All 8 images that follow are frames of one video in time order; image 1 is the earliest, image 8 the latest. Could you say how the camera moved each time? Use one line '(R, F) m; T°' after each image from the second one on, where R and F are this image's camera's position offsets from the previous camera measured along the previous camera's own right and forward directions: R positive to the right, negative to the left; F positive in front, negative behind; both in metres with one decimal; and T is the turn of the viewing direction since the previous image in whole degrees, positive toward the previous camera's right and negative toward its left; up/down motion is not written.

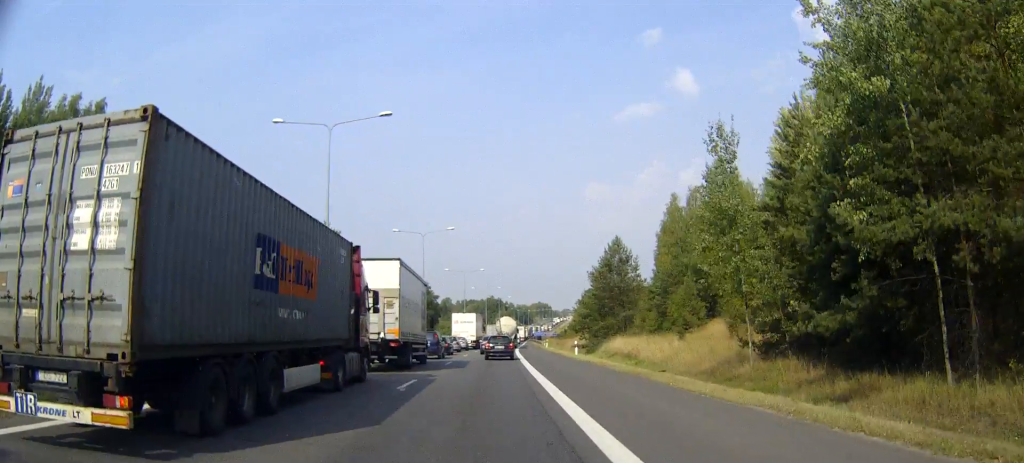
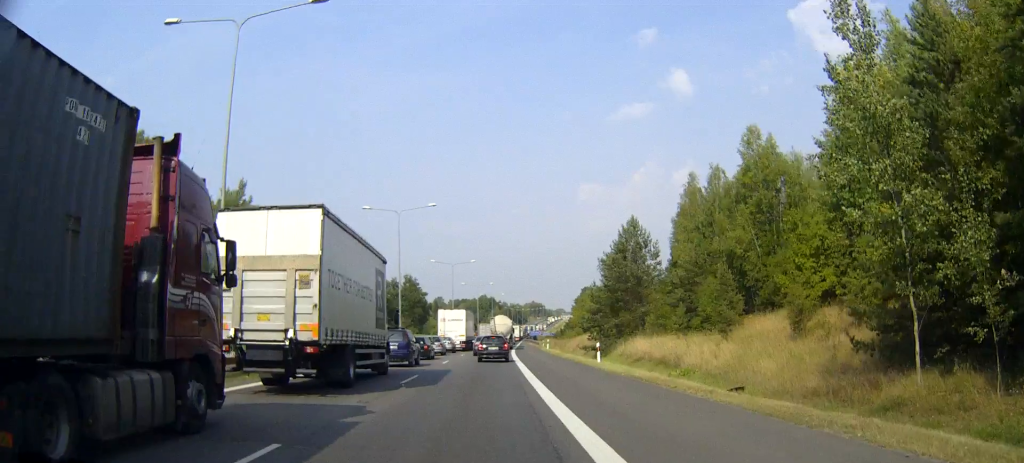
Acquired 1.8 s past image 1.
(-0.1, +13.4) m; -1°
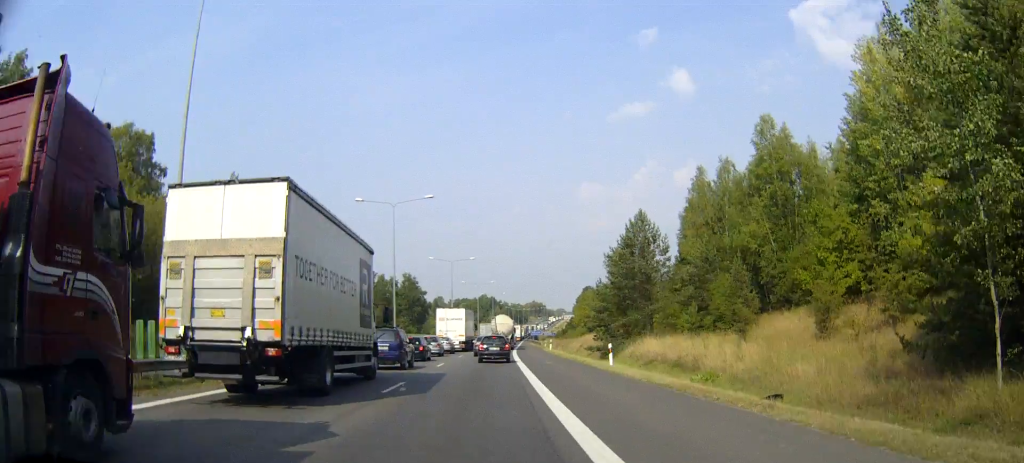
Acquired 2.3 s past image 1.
(0.0, +3.4) m; 0°
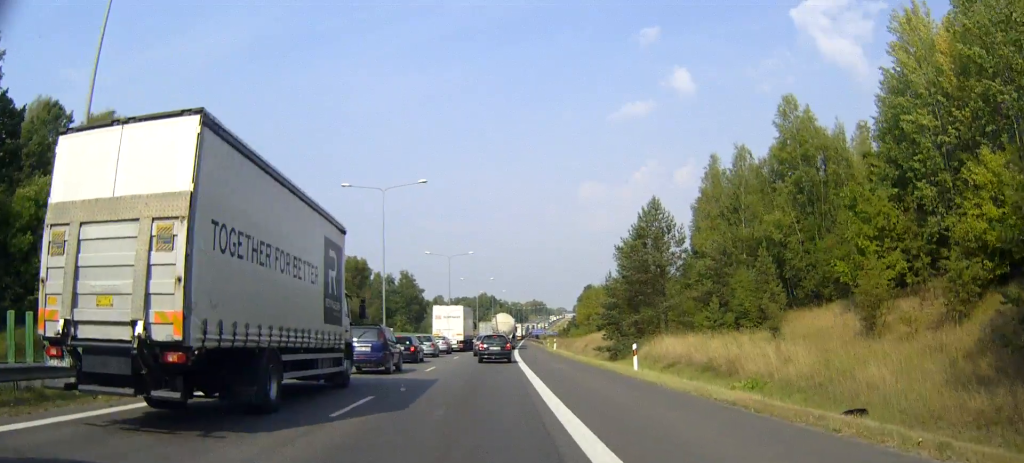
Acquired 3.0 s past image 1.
(0.0, +5.3) m; +1°
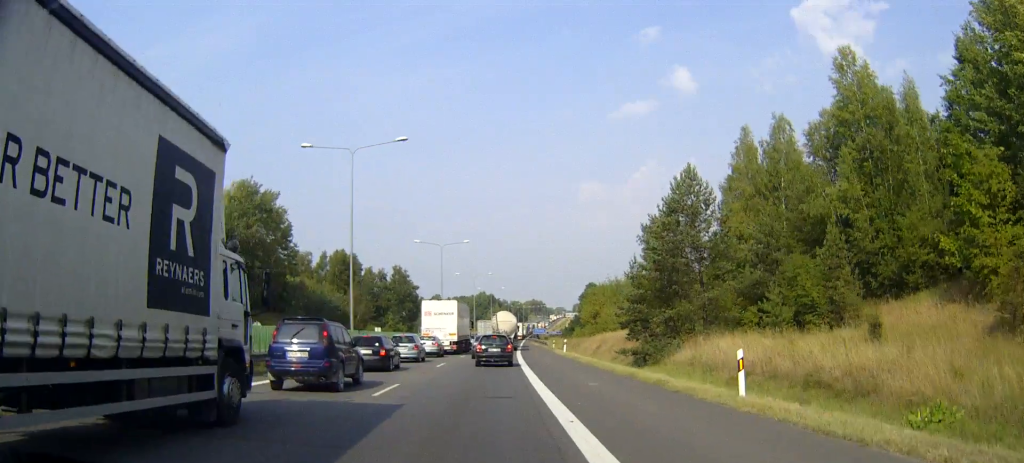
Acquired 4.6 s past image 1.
(+0.1, +11.2) m; 0°
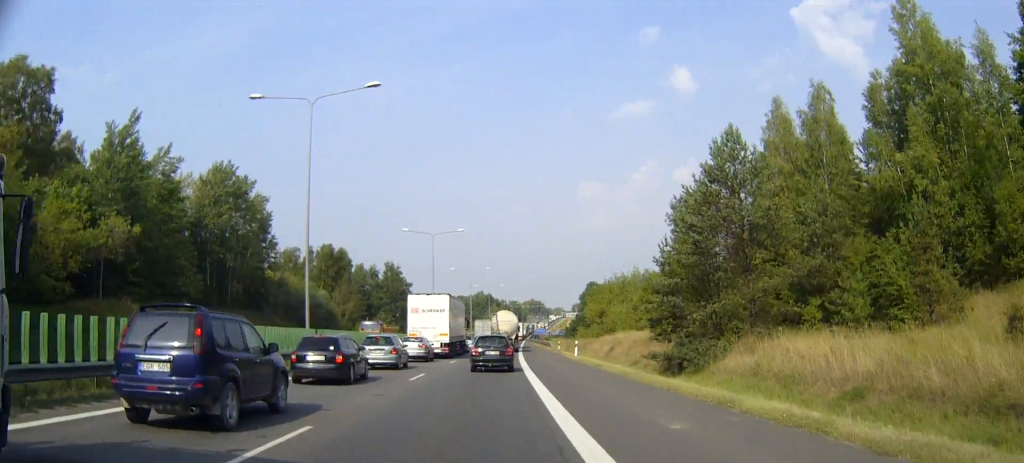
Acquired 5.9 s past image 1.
(-0.1, +9.2) m; 0°
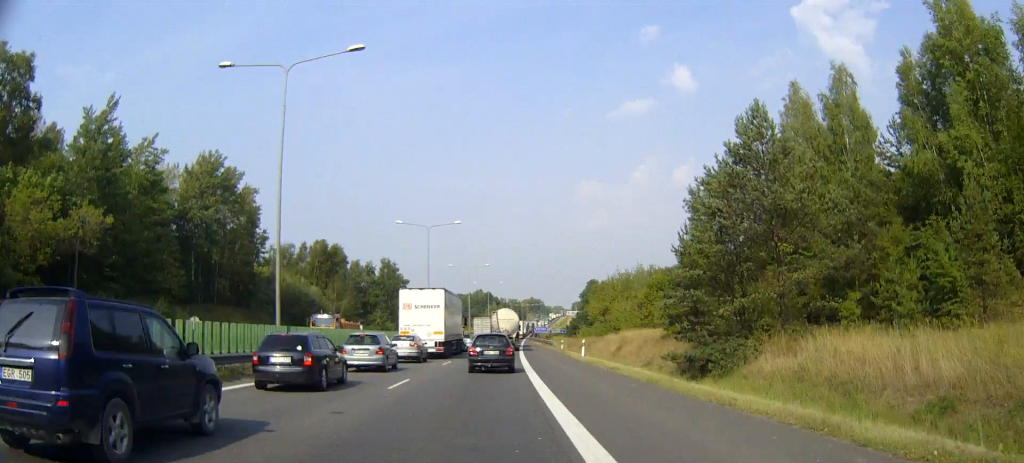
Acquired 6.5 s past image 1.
(0.0, +4.1) m; 0°
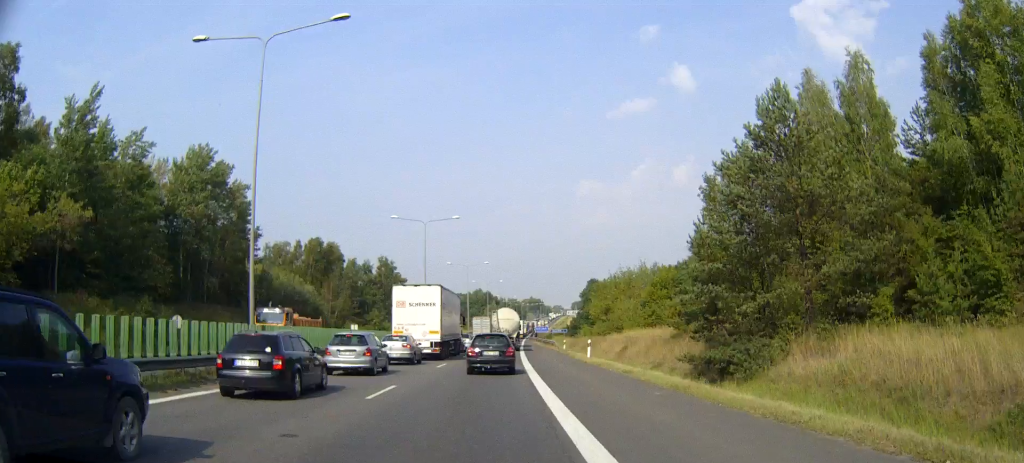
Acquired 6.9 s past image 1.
(0.0, +2.9) m; 0°
